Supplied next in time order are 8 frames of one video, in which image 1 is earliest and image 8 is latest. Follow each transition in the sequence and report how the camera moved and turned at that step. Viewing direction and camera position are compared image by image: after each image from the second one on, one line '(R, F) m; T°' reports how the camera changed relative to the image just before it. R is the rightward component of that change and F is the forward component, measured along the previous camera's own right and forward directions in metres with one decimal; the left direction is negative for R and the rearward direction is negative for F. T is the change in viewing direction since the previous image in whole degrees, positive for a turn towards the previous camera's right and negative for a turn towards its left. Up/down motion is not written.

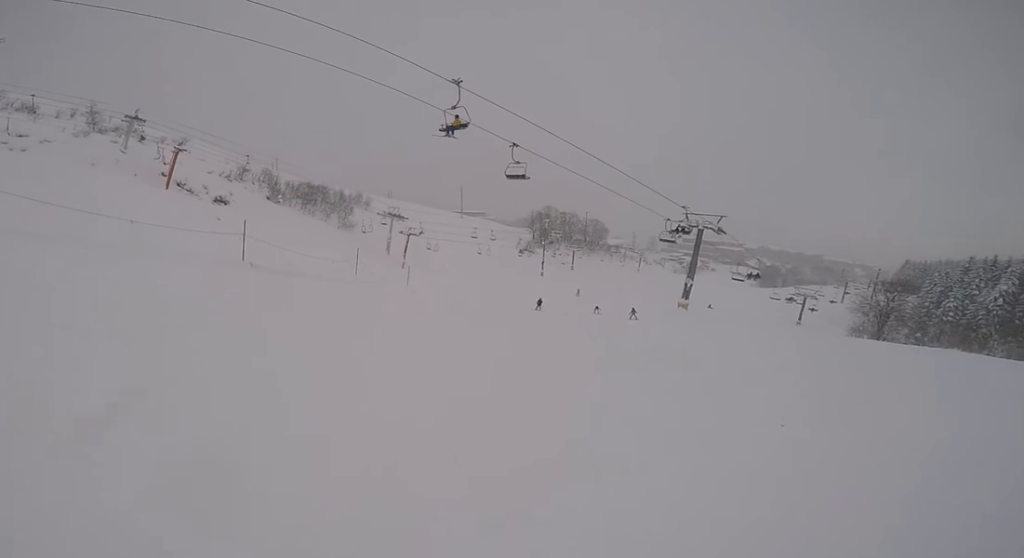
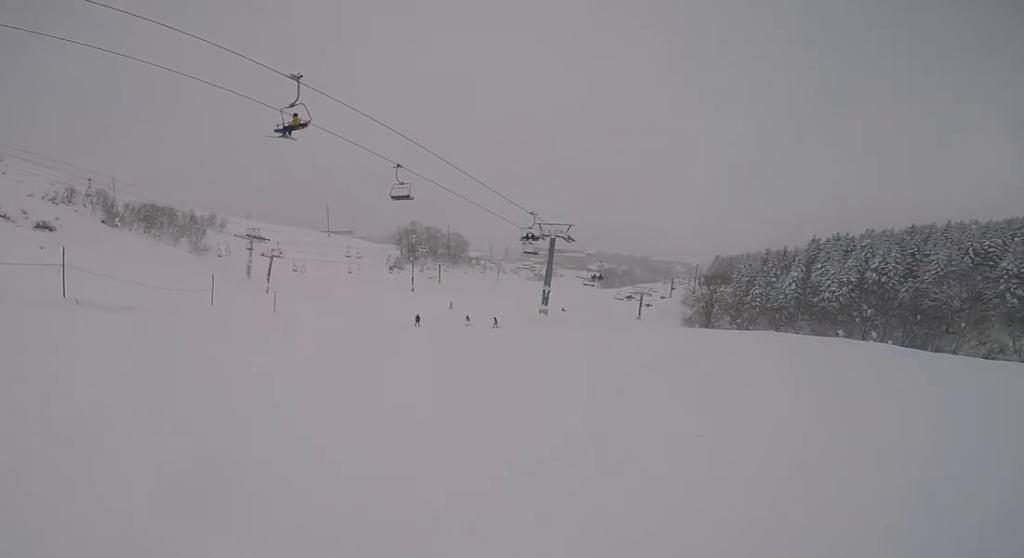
(0.0, +2.0) m; +2°
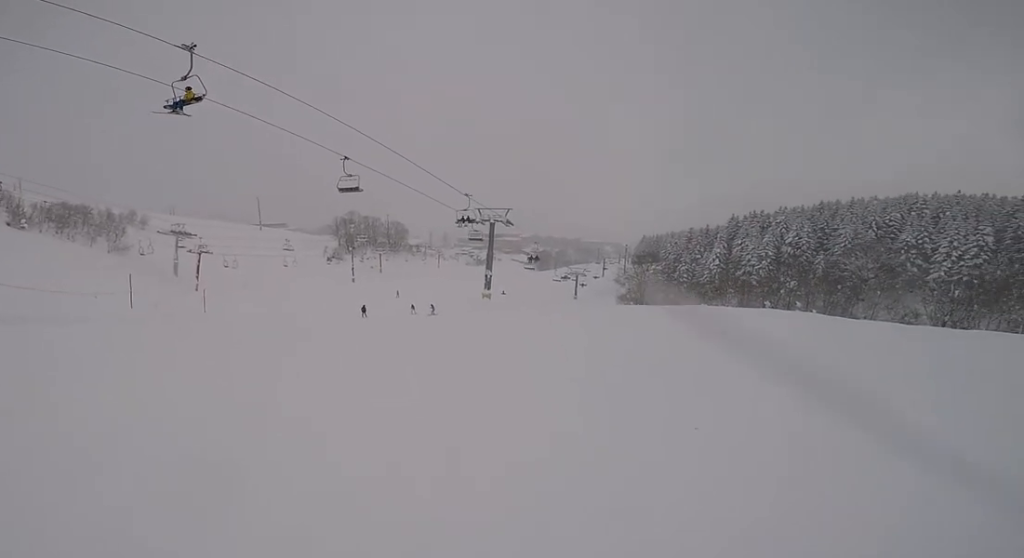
(0.0, +1.5) m; +4°
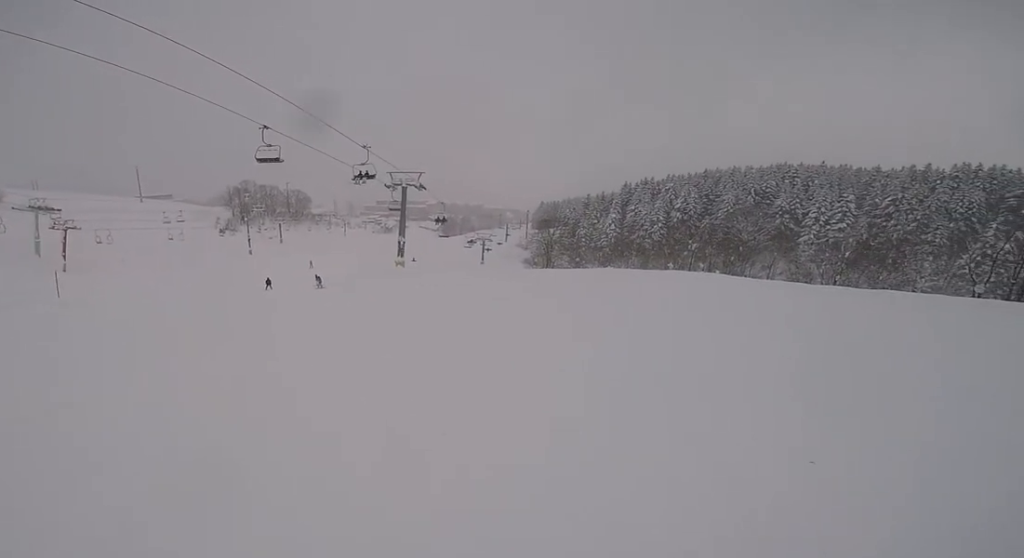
(+0.4, +3.5) m; +18°
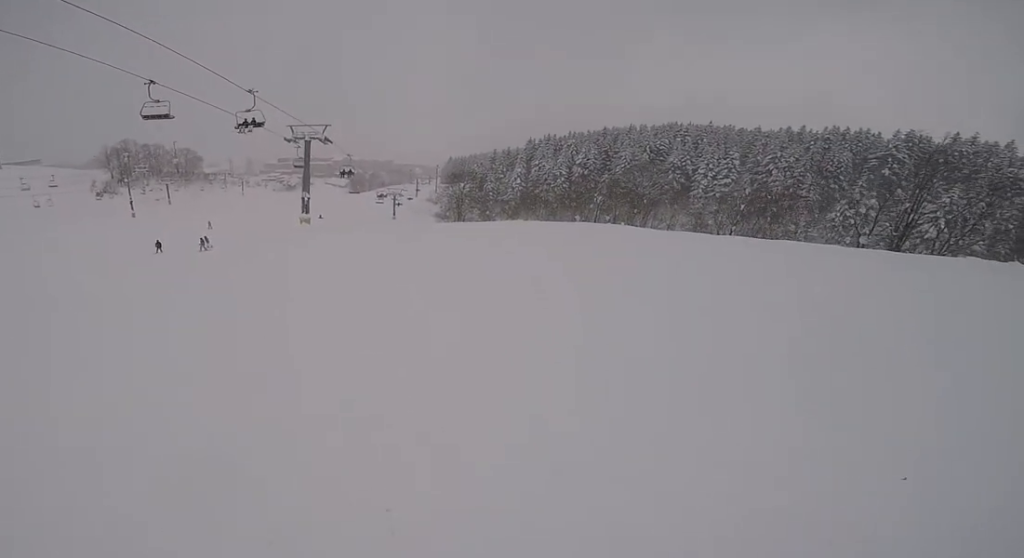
(+0.2, +1.8) m; +6°
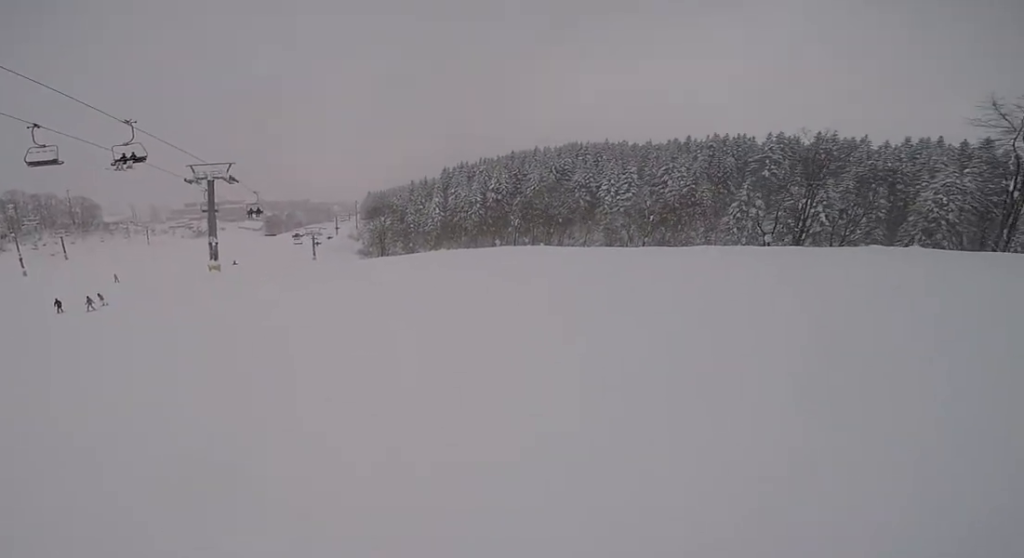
(+0.1, +1.7) m; +3°
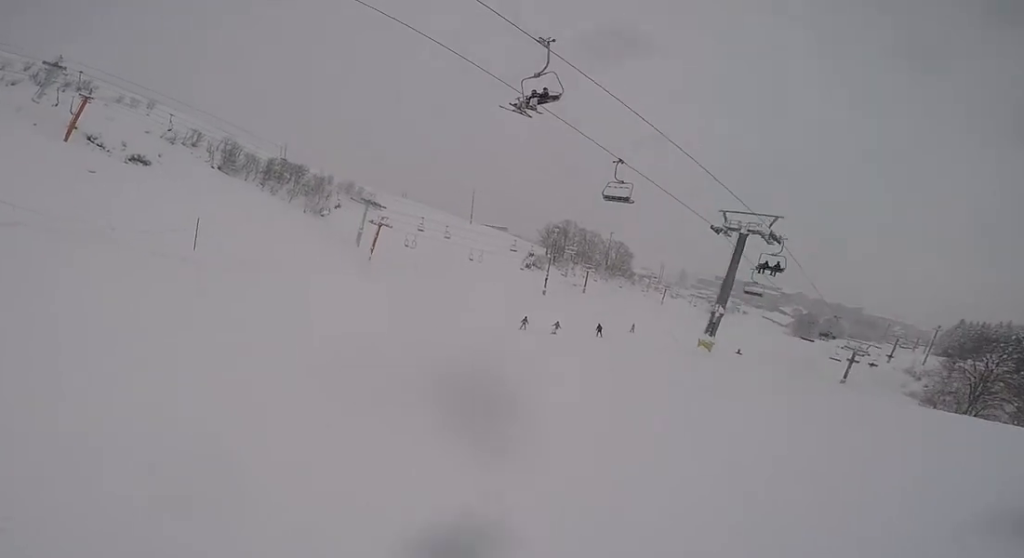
(-3.6, +7.1) m; -58°
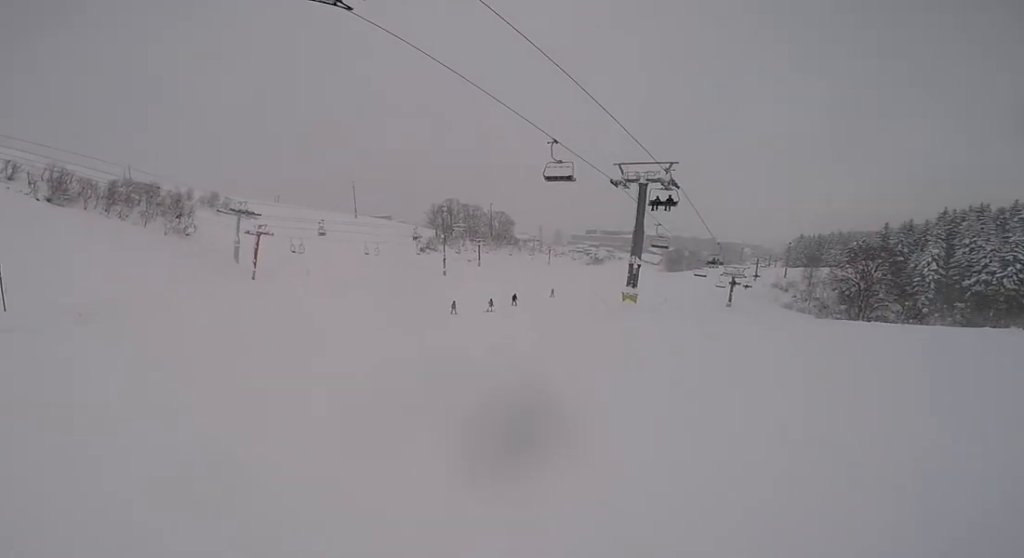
(-0.2, +5.9) m; +6°
